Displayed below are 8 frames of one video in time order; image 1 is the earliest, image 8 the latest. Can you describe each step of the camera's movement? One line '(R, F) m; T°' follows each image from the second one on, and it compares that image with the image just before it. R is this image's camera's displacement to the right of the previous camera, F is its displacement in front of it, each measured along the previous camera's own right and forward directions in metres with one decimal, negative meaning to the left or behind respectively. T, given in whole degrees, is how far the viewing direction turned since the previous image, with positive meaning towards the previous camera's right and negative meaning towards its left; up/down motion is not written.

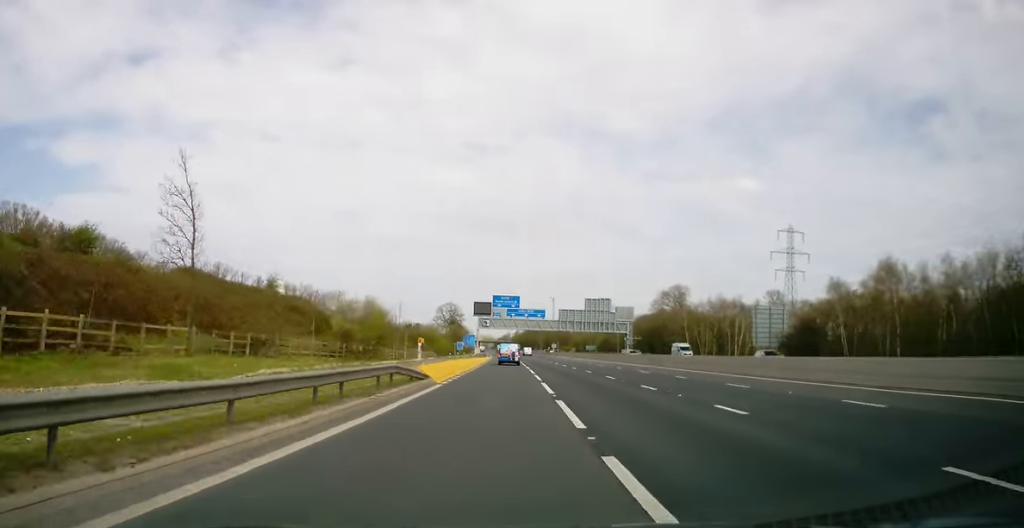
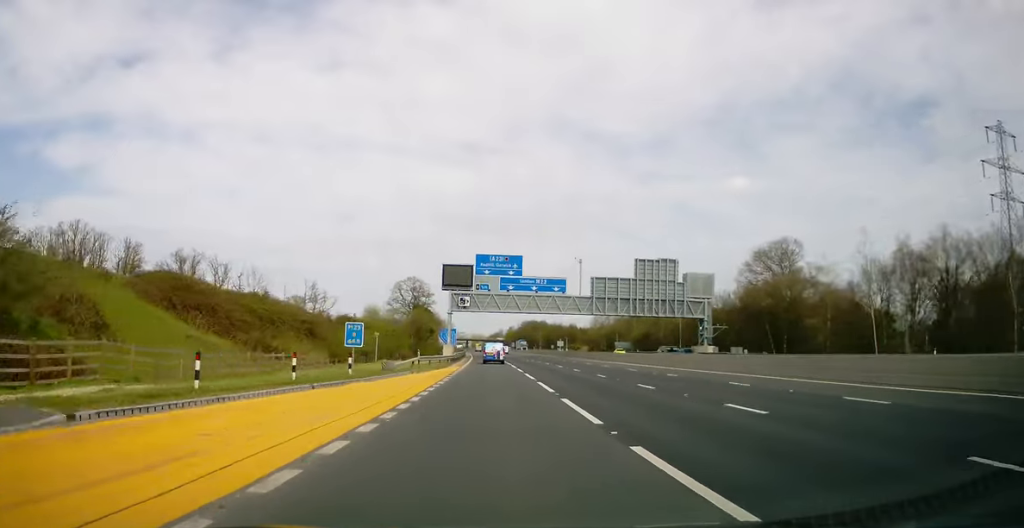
(+0.3, +69.5) m; 0°
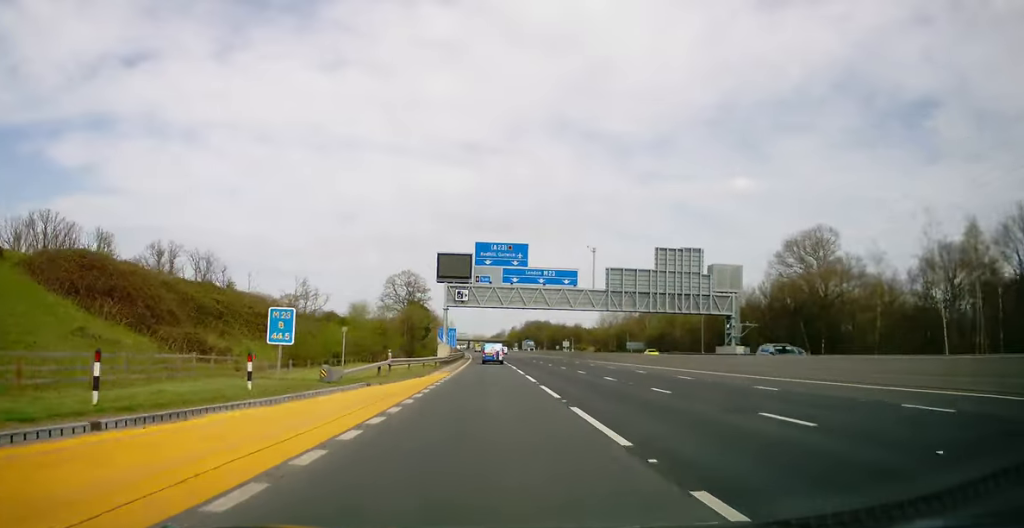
(0.0, +11.1) m; 0°
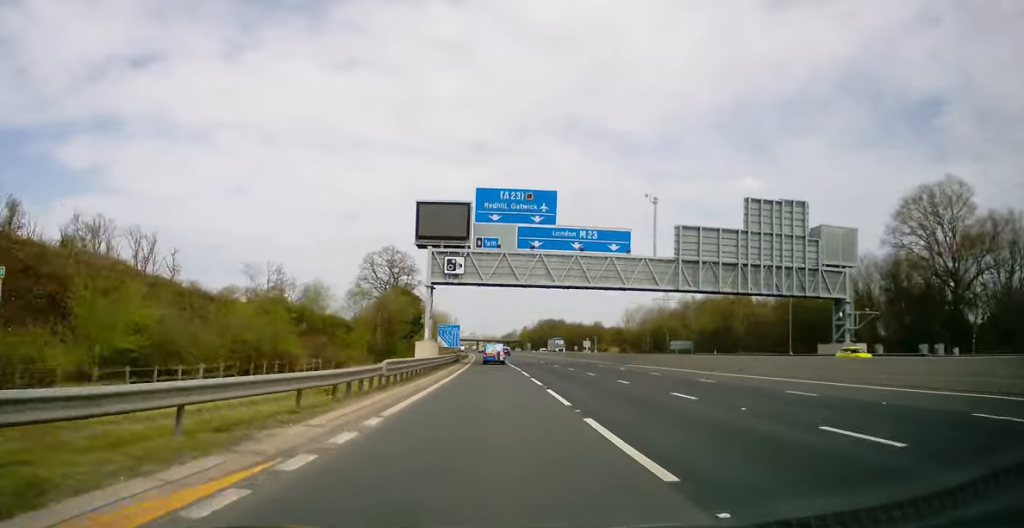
(0.0, +28.8) m; 0°
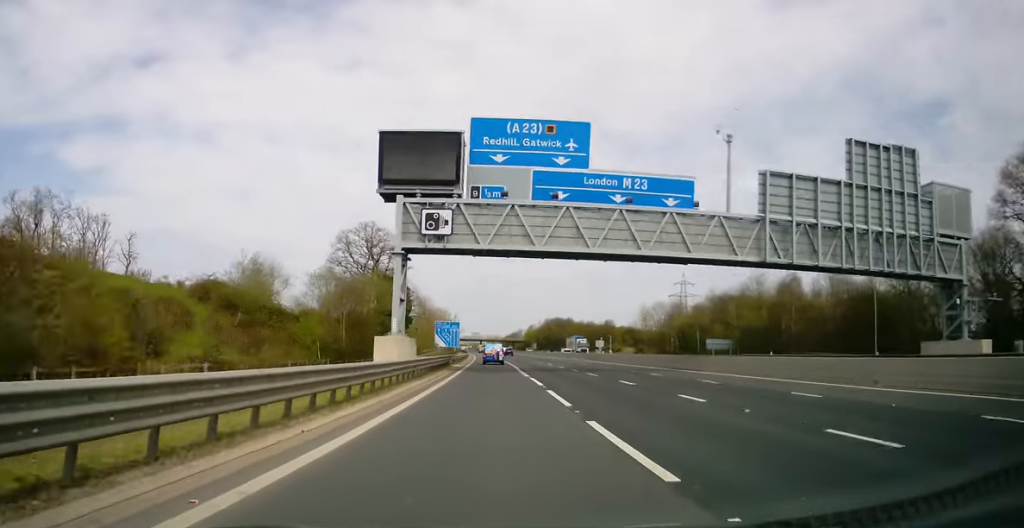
(+0.1, +17.6) m; 0°
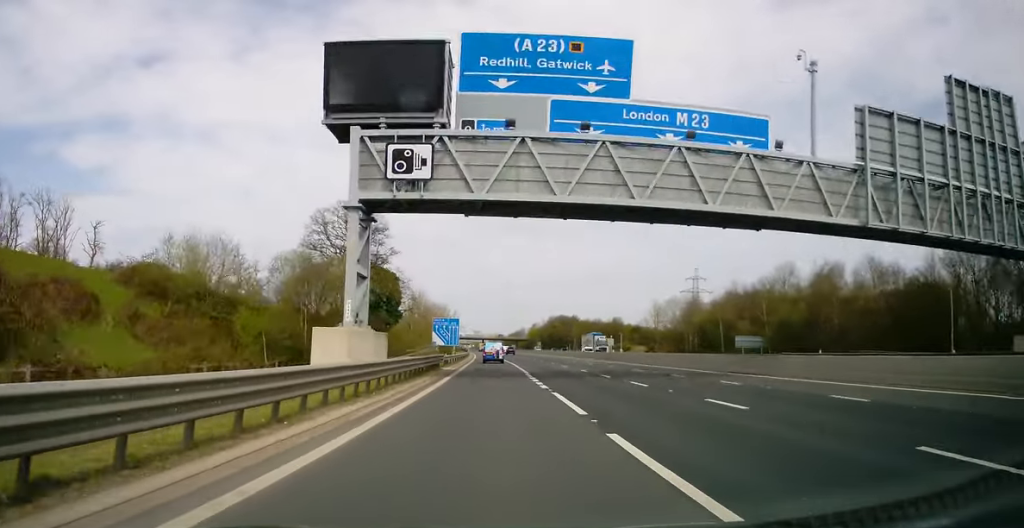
(-0.2, +11.1) m; -1°
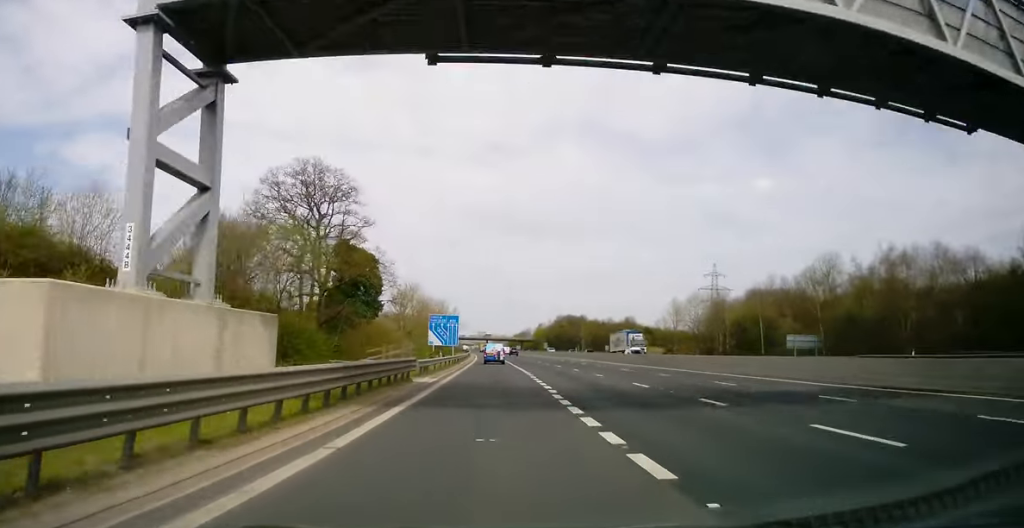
(-0.1, +14.8) m; -1°
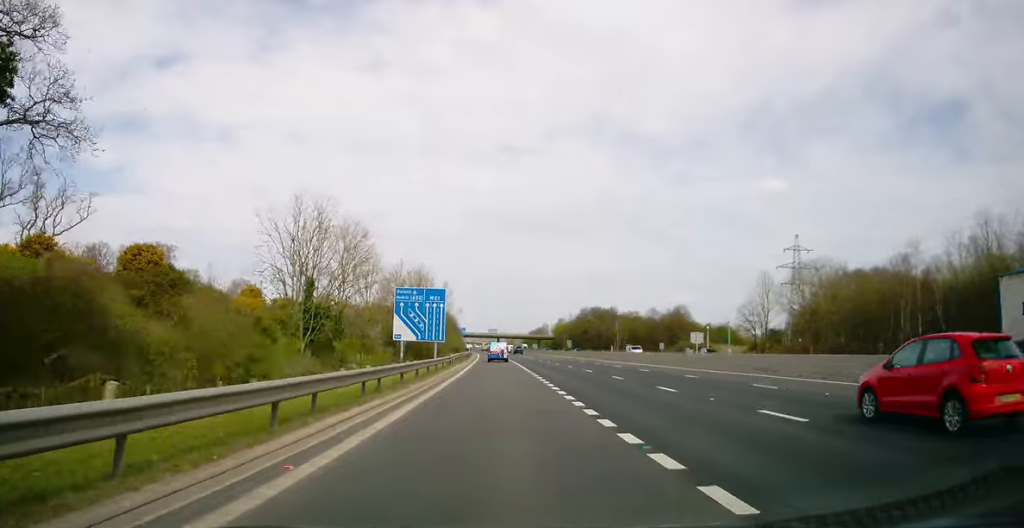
(-0.2, +49.9) m; 0°
